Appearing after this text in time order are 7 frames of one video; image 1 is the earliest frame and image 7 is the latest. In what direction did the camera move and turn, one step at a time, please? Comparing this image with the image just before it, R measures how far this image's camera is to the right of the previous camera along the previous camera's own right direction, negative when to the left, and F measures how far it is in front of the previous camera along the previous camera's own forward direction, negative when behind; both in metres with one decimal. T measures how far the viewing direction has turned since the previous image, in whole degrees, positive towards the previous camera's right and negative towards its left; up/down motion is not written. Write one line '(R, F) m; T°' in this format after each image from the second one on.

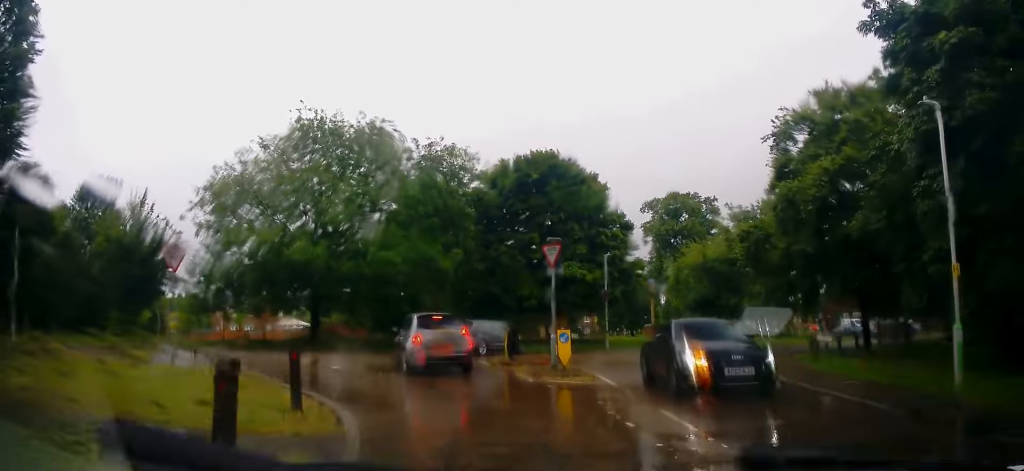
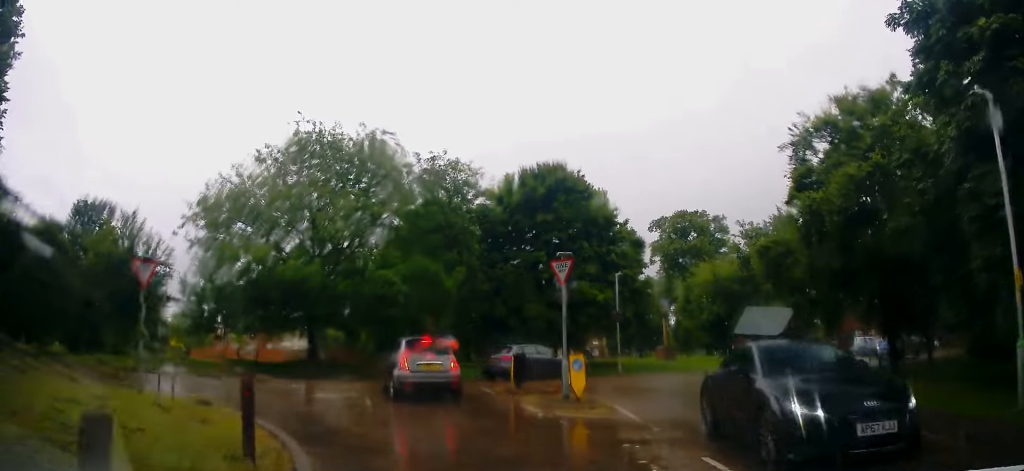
(0.0, +1.7) m; -3°
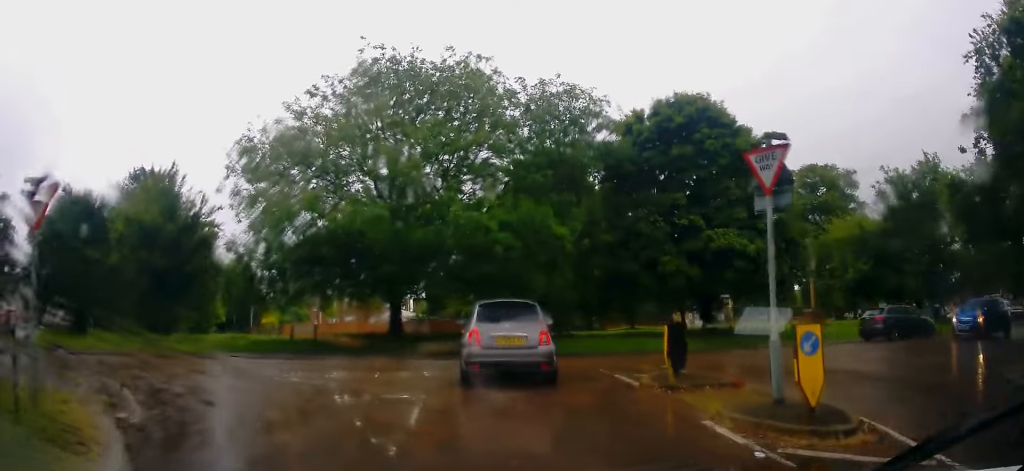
(-0.5, +6.0) m; -9°
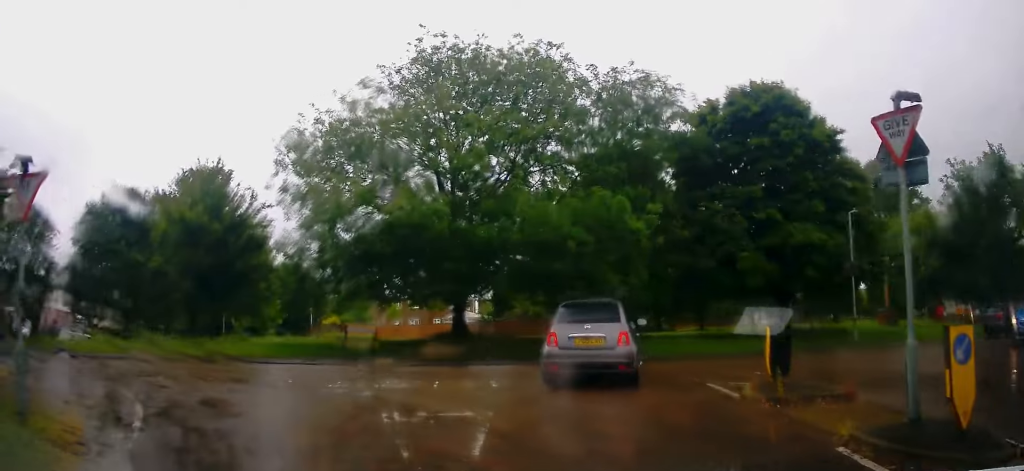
(0.0, +1.5) m; -6°
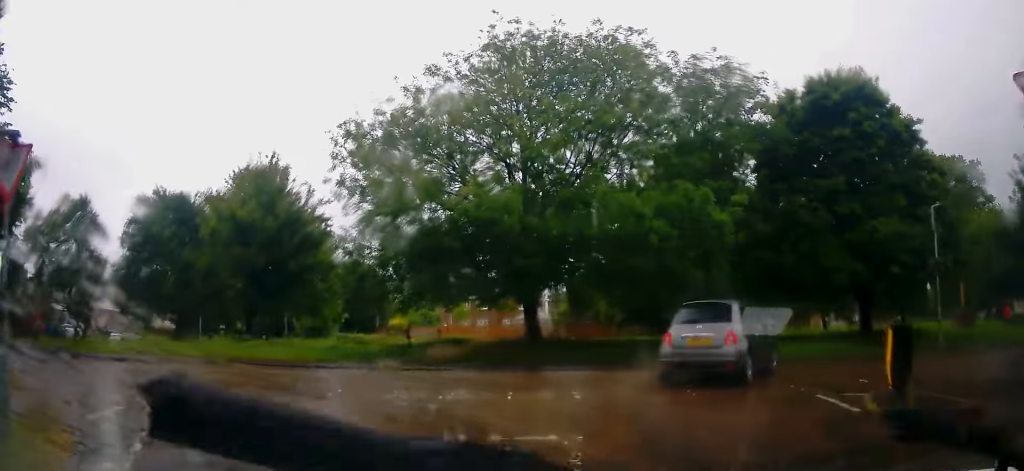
(0.0, +1.5) m; -9°
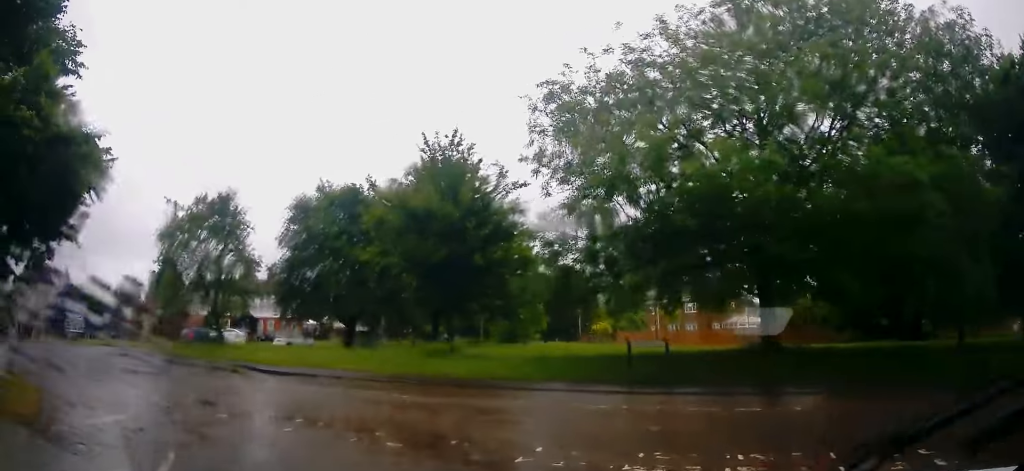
(-1.0, +4.0) m; -19°
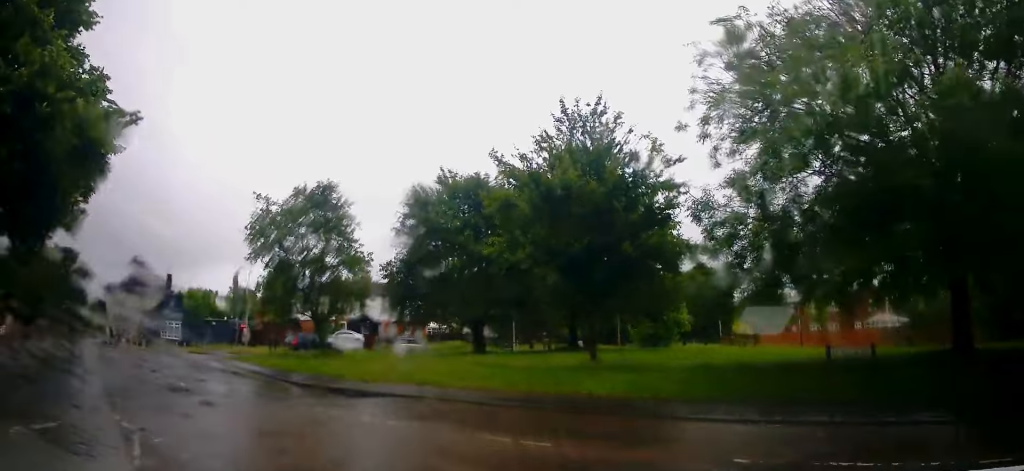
(-0.3, +4.0) m; -22°
